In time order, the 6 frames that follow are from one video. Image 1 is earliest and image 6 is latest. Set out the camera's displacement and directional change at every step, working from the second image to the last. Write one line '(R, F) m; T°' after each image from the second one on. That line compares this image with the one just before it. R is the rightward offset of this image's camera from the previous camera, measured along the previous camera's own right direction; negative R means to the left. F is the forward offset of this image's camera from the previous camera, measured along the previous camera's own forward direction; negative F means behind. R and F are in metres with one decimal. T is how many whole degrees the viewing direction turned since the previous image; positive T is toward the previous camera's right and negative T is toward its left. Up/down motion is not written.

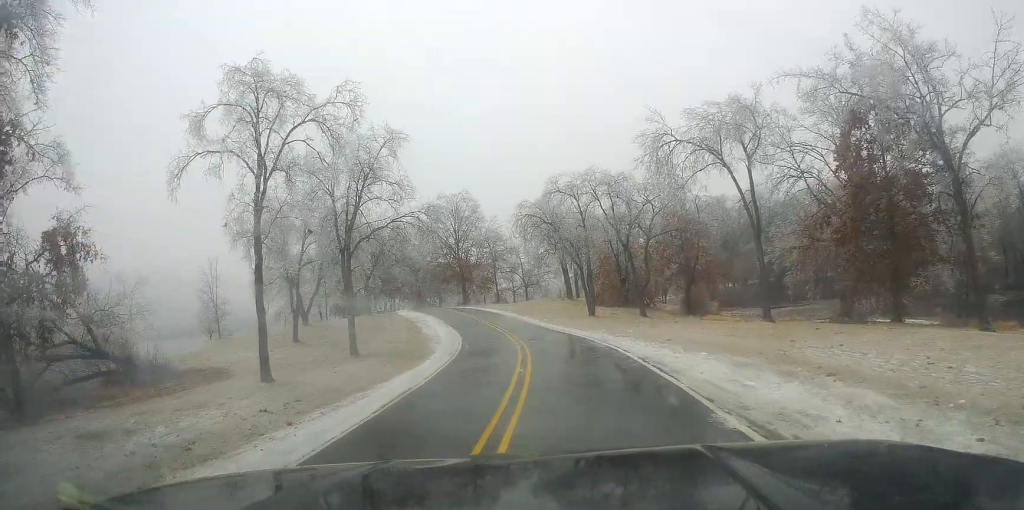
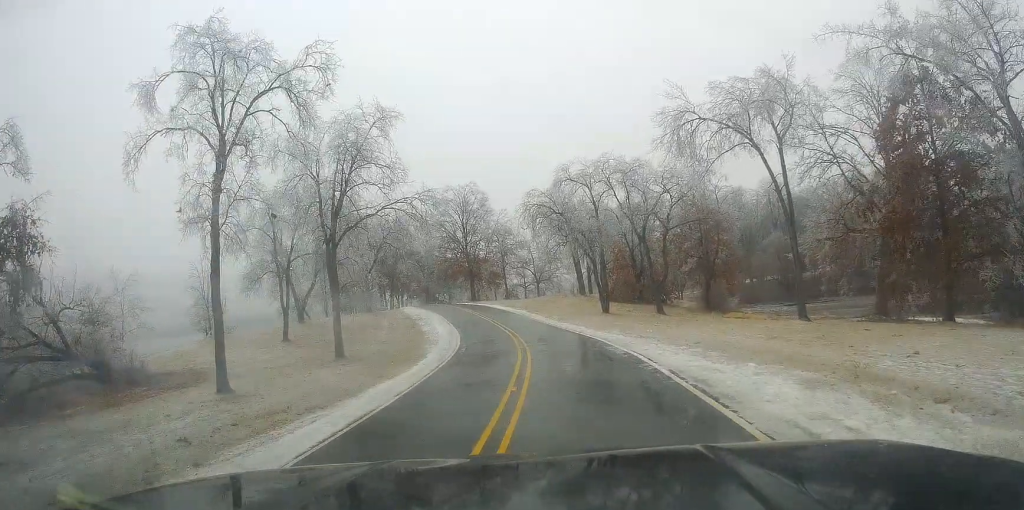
(+0.1, +4.3) m; -2°
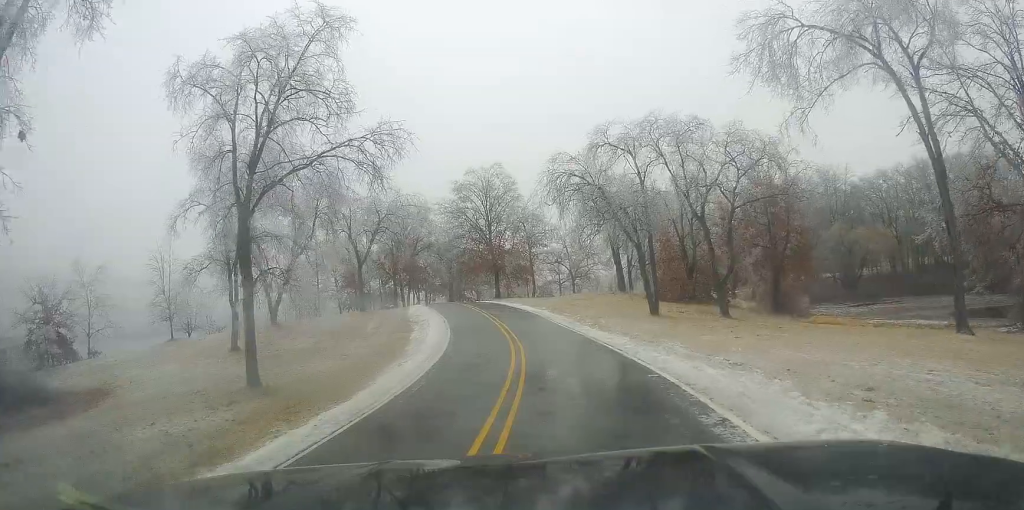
(-0.6, +12.8) m; -2°
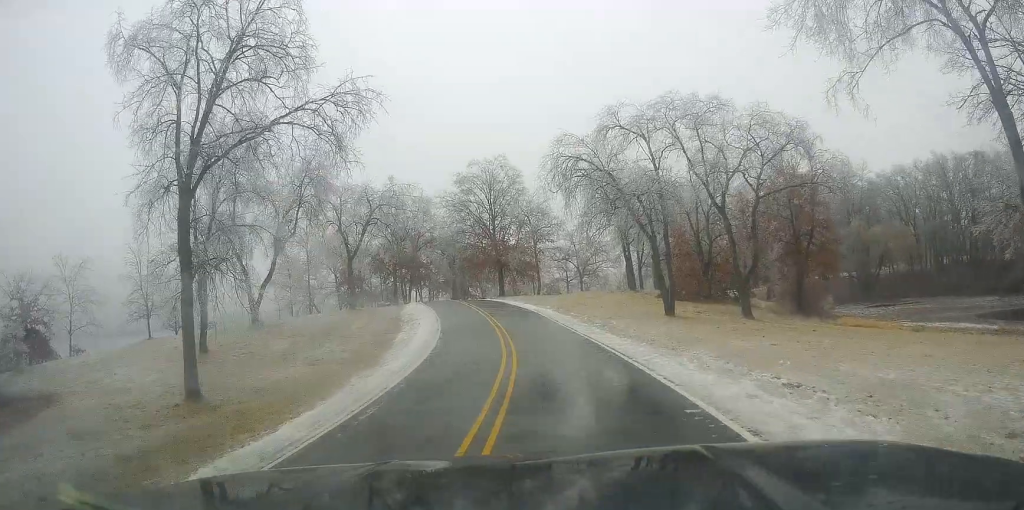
(-0.1, +4.4) m; -1°
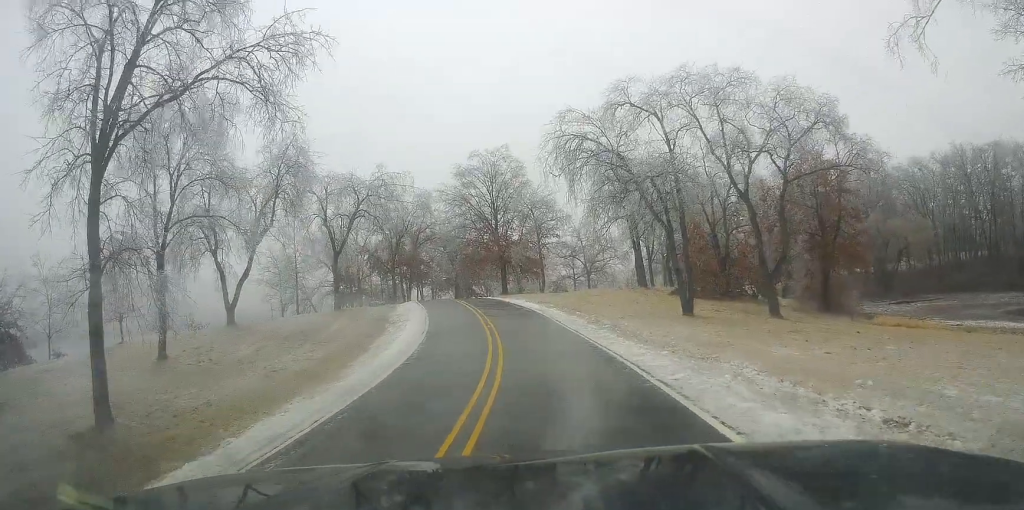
(0.0, +4.6) m; -3°
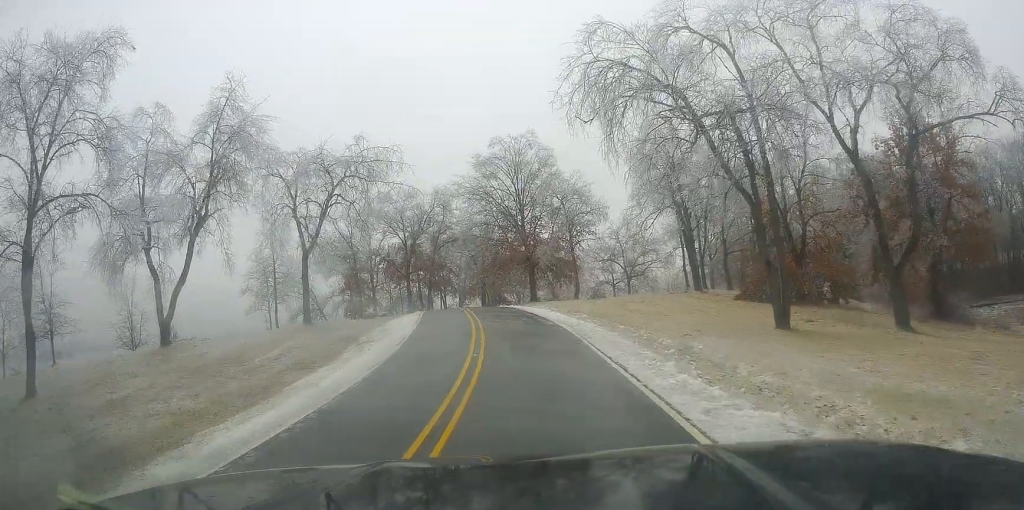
(-0.5, +11.9) m; -2°
